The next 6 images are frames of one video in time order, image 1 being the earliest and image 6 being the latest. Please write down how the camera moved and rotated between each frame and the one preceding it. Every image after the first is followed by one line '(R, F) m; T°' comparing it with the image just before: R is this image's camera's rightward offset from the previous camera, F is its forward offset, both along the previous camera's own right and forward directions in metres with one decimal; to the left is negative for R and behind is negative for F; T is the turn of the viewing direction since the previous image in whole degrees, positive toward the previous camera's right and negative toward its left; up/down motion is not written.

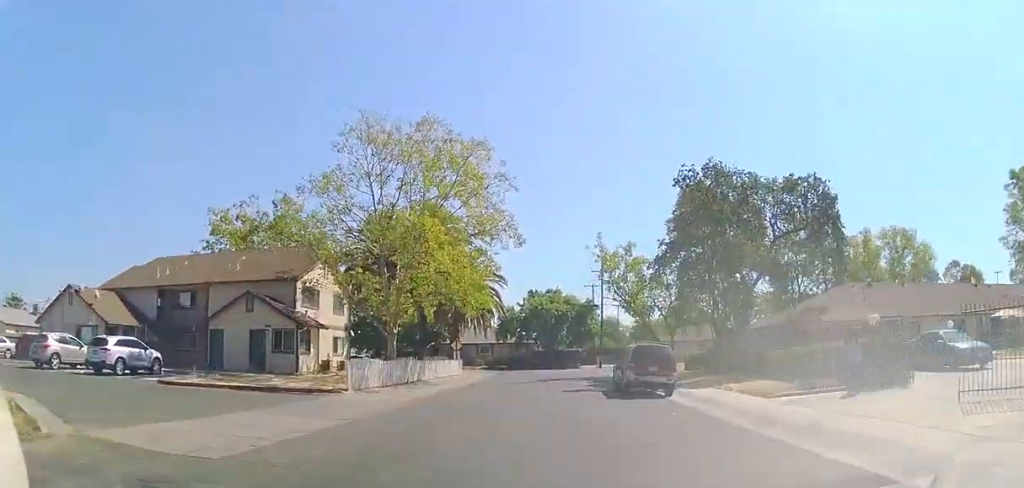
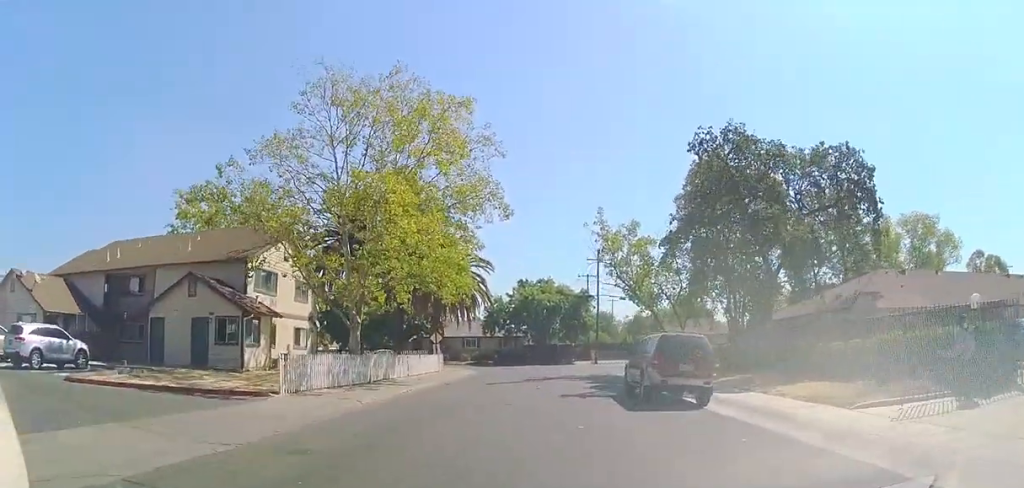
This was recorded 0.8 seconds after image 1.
(+0.4, +4.8) m; +4°
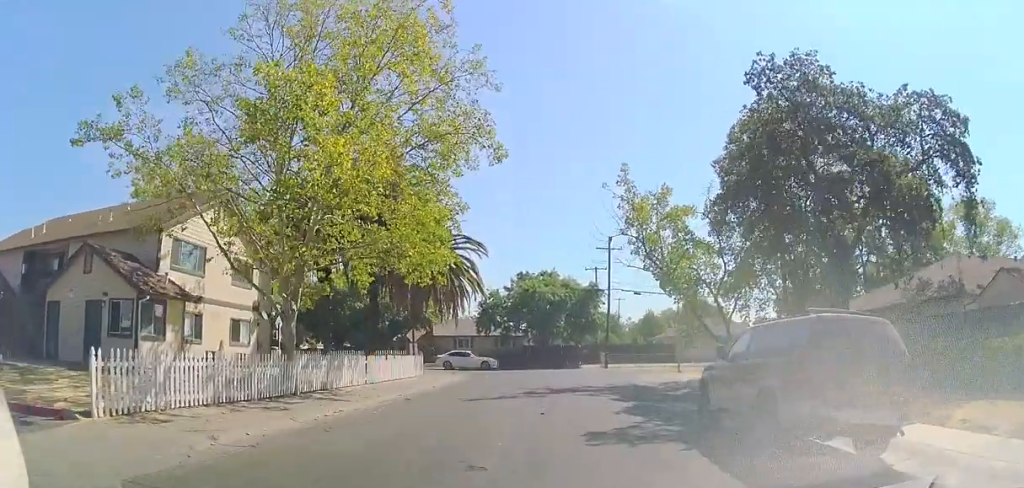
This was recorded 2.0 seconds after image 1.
(-0.2, +7.4) m; -4°
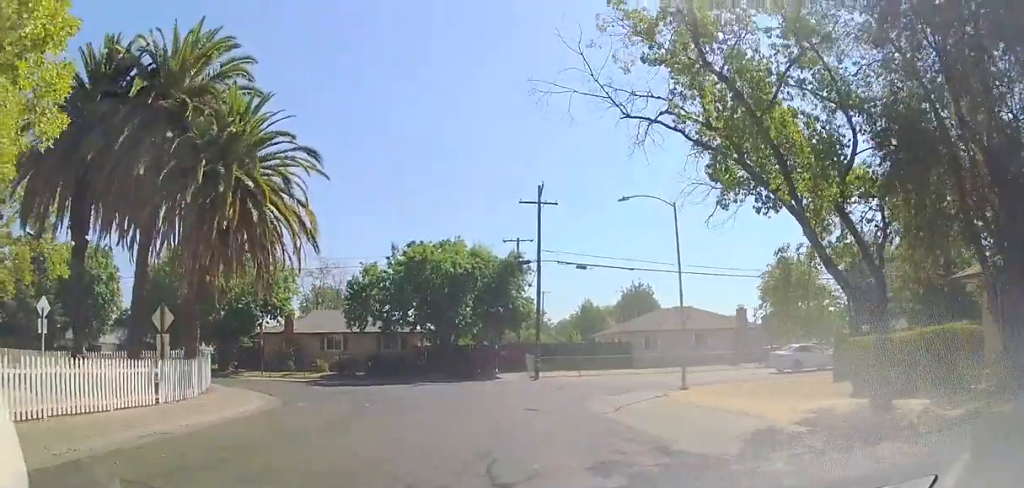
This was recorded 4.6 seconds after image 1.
(+1.6, +15.5) m; +11°
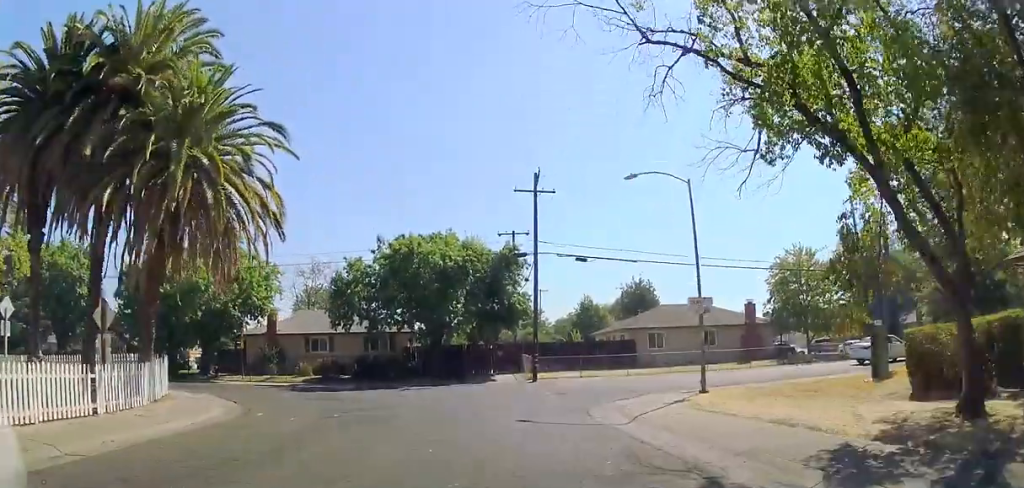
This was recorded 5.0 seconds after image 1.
(0.0, +2.2) m; 0°
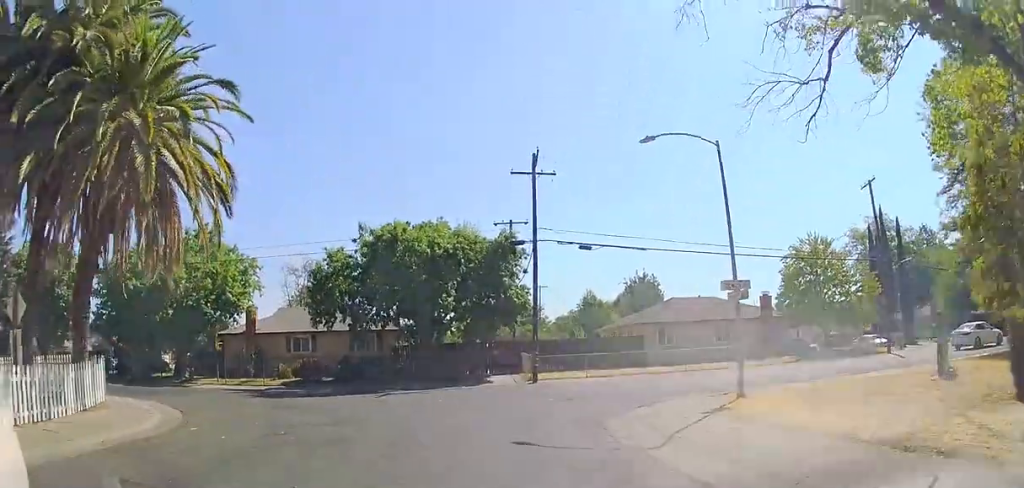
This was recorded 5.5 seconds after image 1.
(0.0, +2.9) m; -1°
